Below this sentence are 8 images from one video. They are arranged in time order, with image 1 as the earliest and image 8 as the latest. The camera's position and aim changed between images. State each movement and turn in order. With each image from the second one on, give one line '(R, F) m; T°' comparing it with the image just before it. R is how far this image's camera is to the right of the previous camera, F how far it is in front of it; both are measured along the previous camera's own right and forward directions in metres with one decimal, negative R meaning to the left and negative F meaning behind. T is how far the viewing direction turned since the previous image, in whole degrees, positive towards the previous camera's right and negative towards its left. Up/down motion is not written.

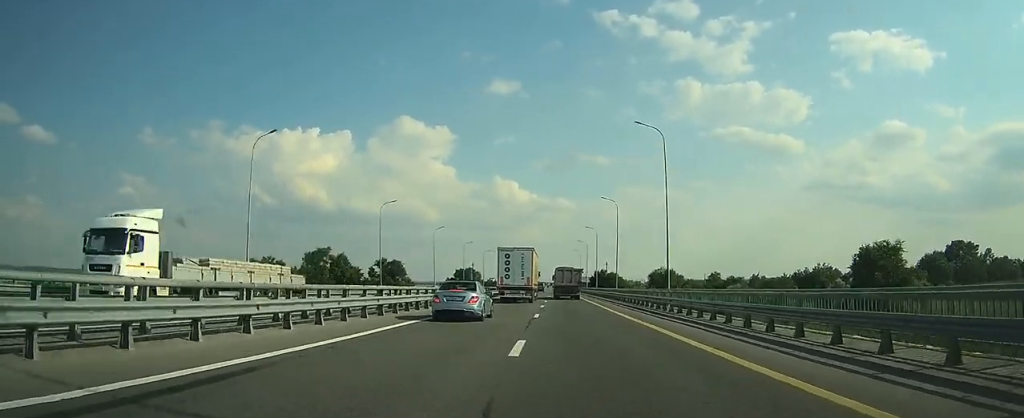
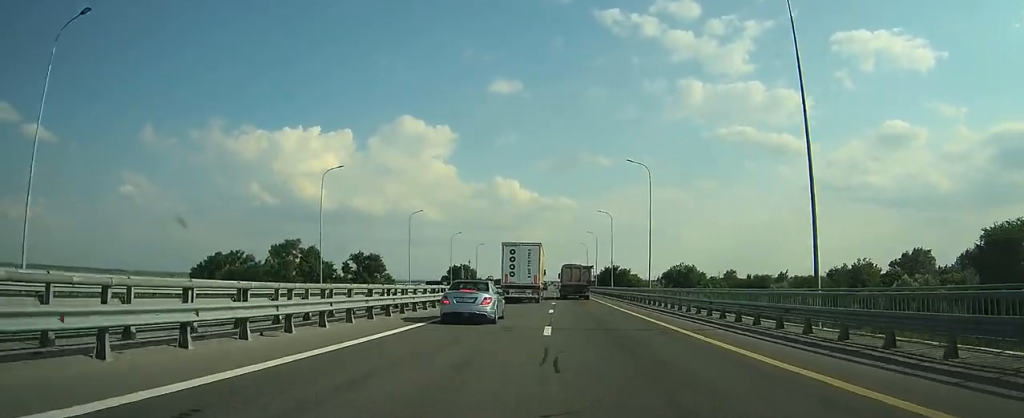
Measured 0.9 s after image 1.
(-0.1, +21.3) m; -1°
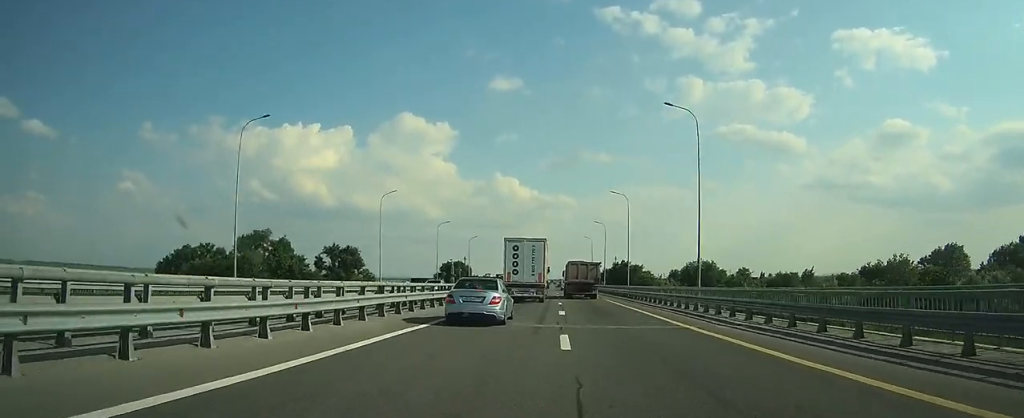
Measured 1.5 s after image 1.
(-0.2, +16.2) m; 0°
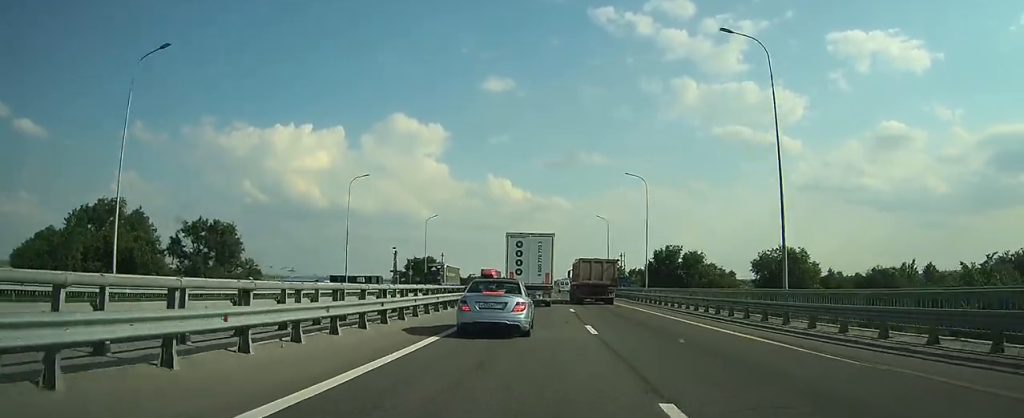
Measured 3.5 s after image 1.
(-0.2, +47.6) m; 0°
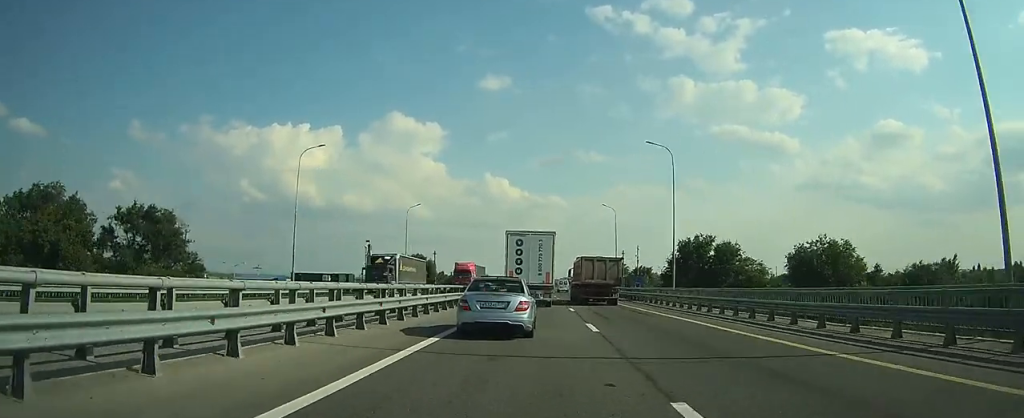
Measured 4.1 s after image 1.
(0.0, +13.1) m; 0°
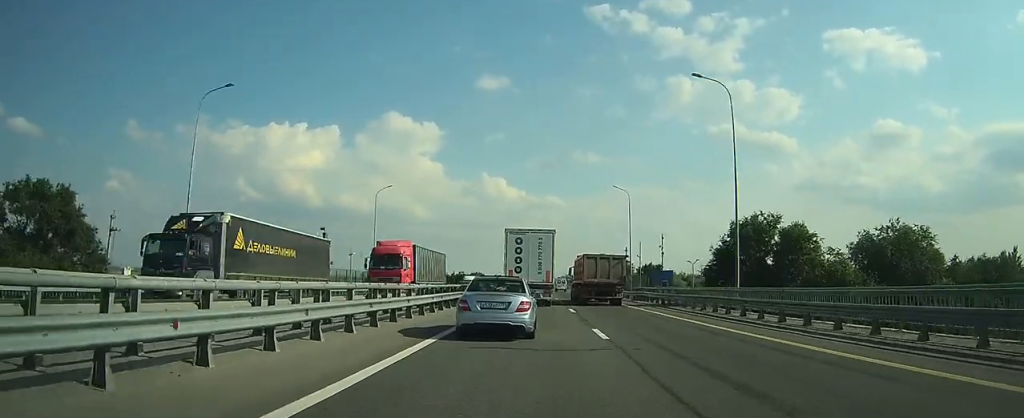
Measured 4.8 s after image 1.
(+0.1, +15.7) m; 0°
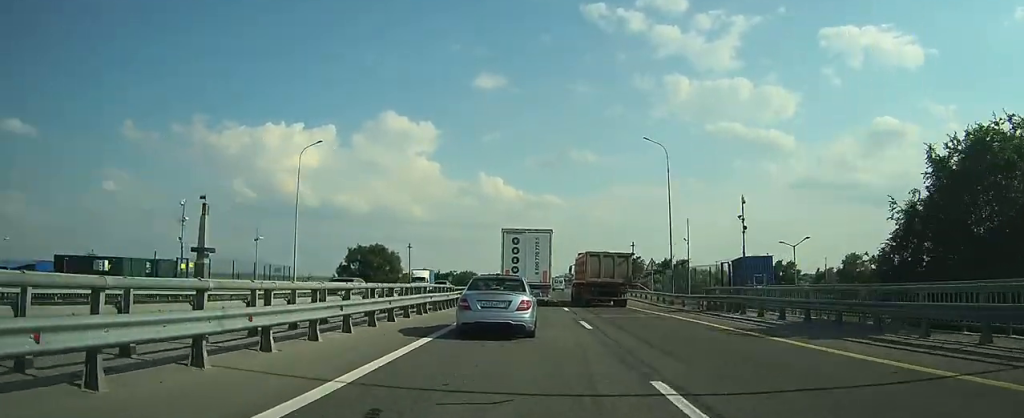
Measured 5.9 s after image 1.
(+0.1, +23.2) m; +1°
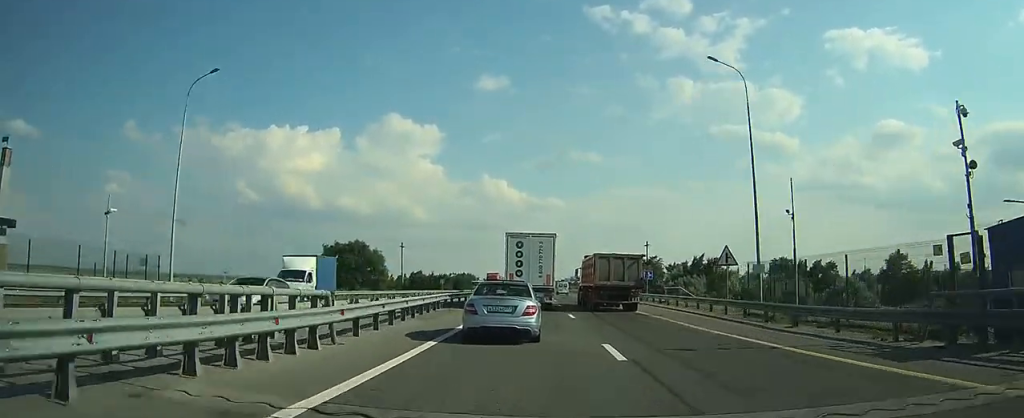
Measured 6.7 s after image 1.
(+0.1, +18.1) m; 0°
